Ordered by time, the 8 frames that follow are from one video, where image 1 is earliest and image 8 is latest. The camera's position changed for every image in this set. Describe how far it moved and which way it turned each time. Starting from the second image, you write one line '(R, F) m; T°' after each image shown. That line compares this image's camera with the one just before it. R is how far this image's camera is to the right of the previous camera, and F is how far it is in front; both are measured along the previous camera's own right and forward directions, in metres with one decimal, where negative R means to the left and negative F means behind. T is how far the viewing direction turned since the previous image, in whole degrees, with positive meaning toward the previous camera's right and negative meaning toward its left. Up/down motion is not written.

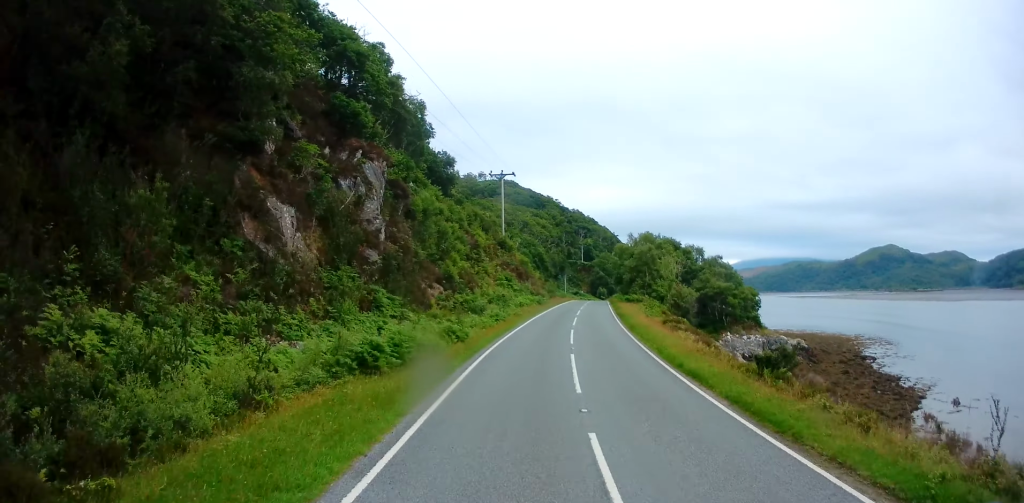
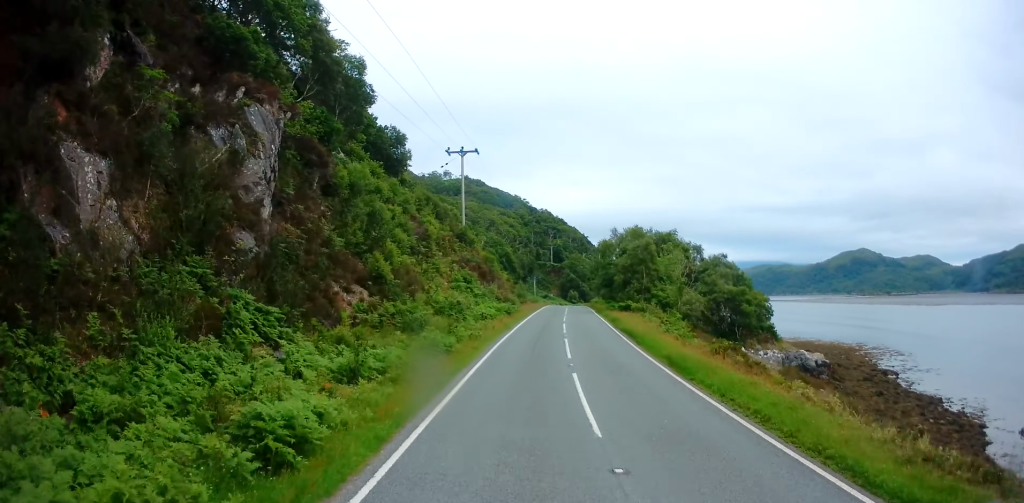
(+0.6, +12.2) m; +4°
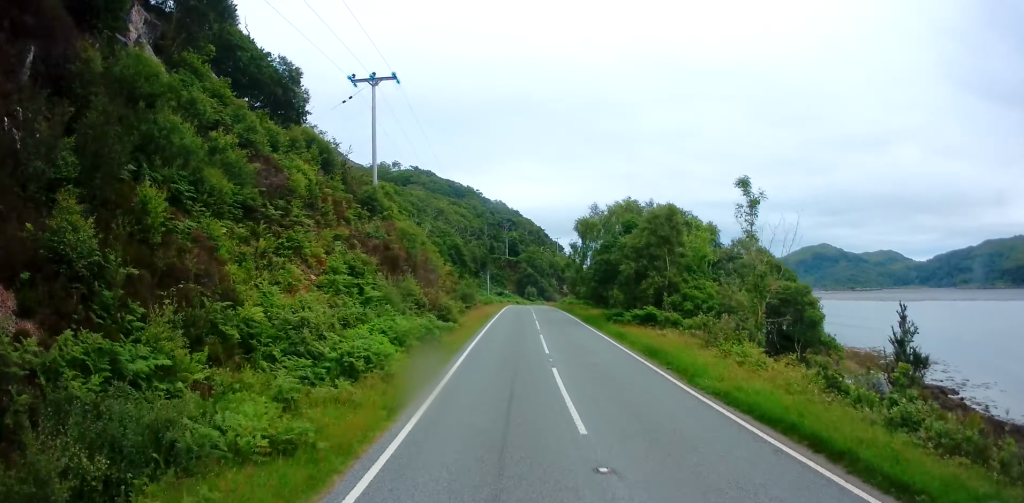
(+0.9, +18.4) m; +4°
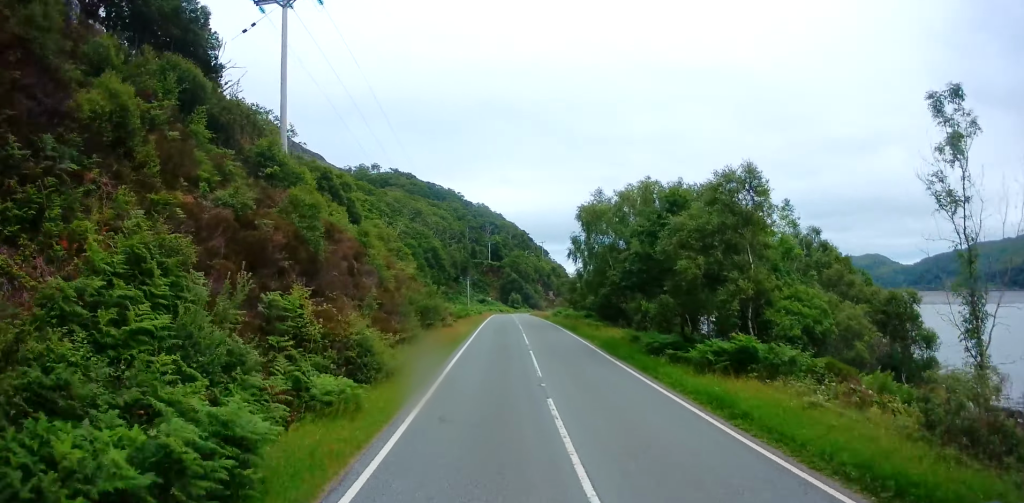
(+0.2, +11.7) m; +1°
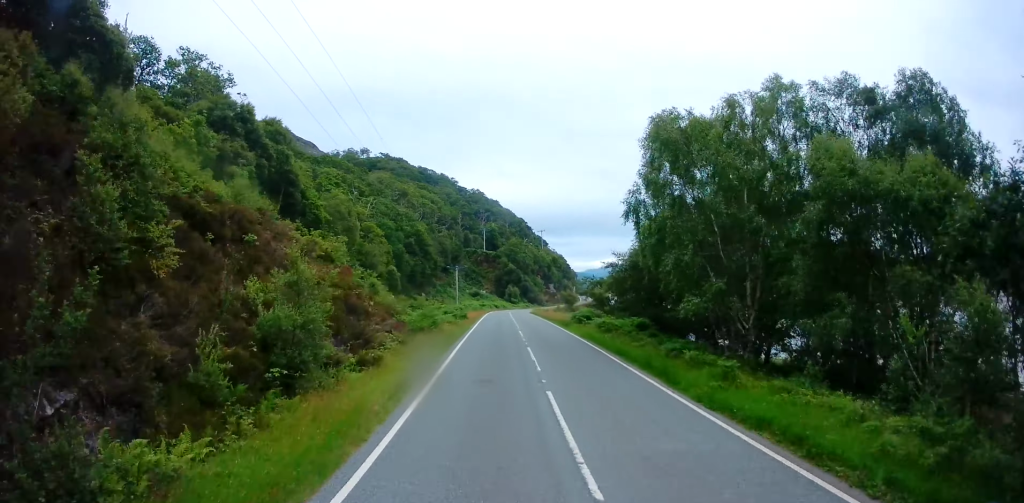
(0.0, +17.8) m; 0°
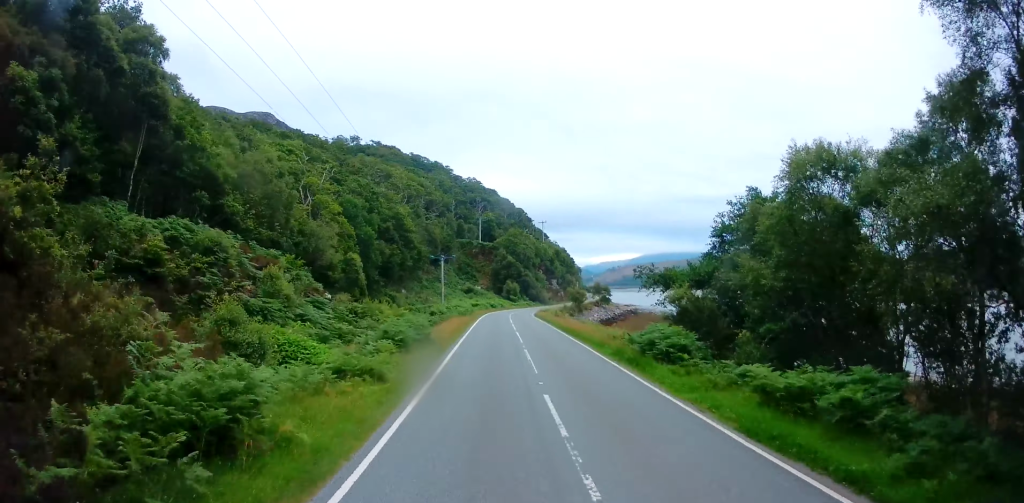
(0.0, +17.8) m; 0°
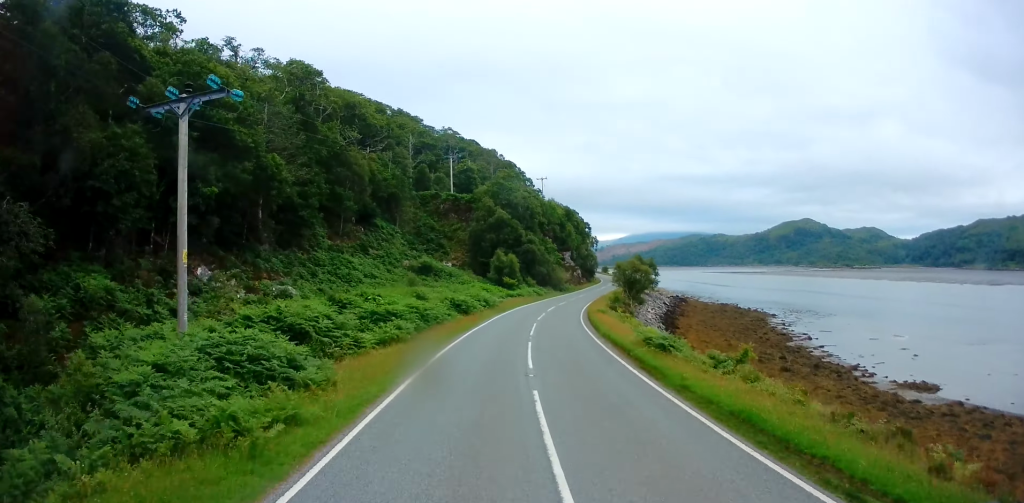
(0.0, +55.2) m; +3°
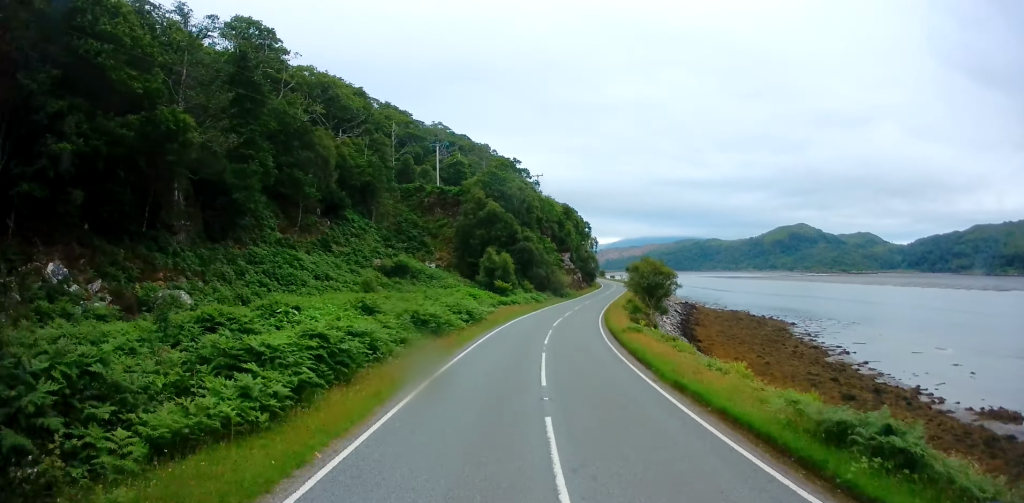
(+0.5, +10.8) m; +2°
